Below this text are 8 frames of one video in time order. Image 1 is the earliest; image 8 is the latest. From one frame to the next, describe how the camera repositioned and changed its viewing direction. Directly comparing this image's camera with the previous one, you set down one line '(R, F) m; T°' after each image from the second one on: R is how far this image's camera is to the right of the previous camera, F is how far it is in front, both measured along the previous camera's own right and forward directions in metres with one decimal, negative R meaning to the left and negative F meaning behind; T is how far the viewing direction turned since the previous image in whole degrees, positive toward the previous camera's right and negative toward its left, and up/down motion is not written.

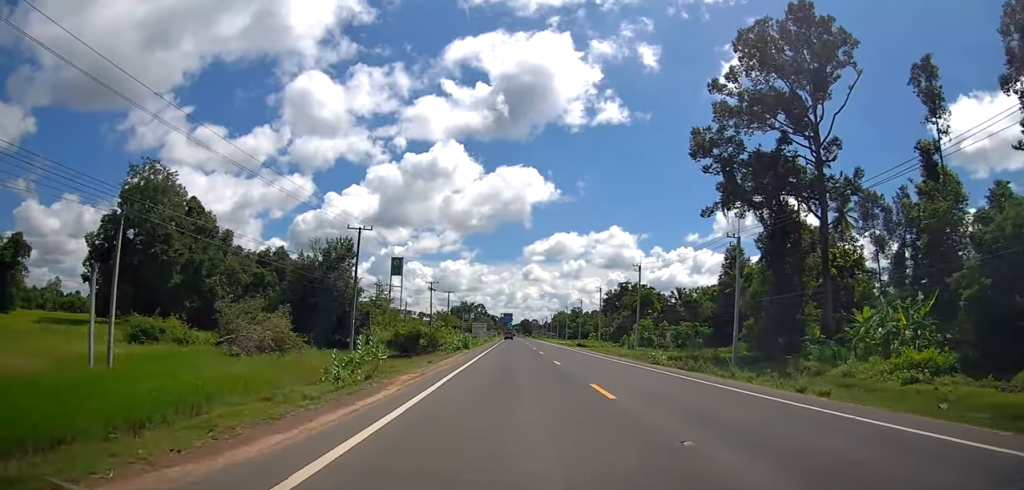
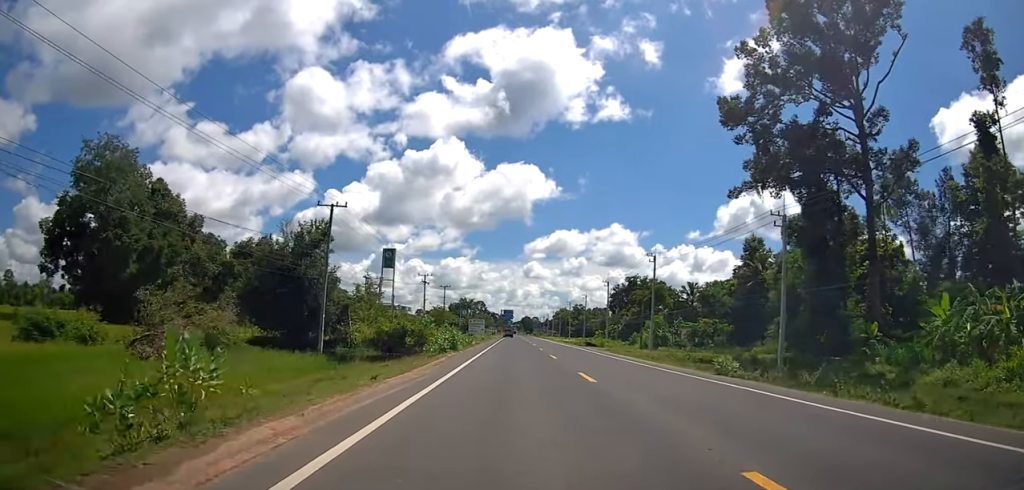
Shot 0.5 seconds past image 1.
(-0.3, +9.0) m; 0°
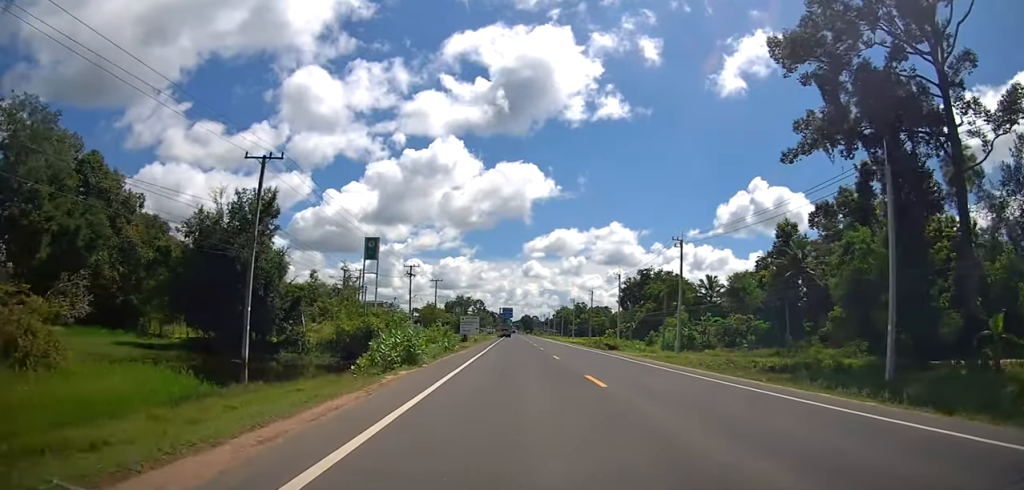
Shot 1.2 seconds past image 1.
(+0.5, +13.5) m; 0°
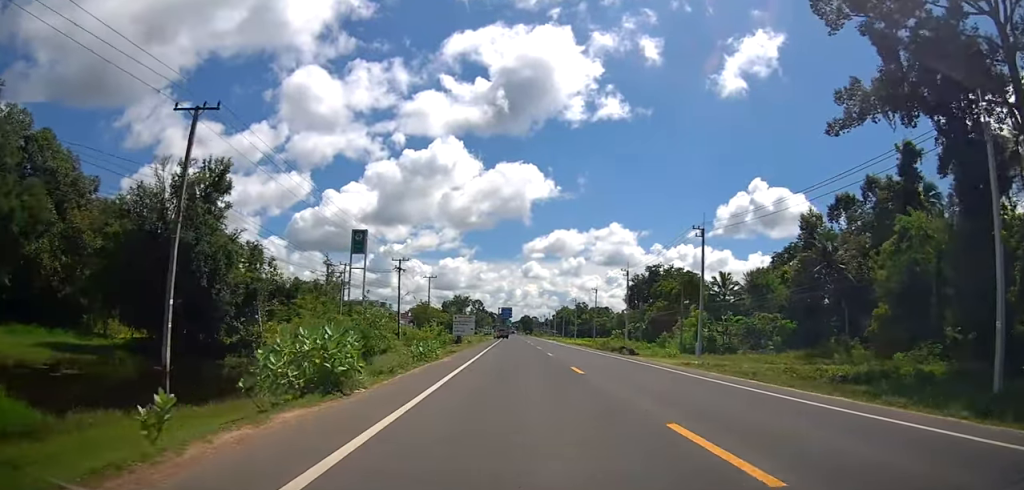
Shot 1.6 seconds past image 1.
(0.0, +8.5) m; 0°
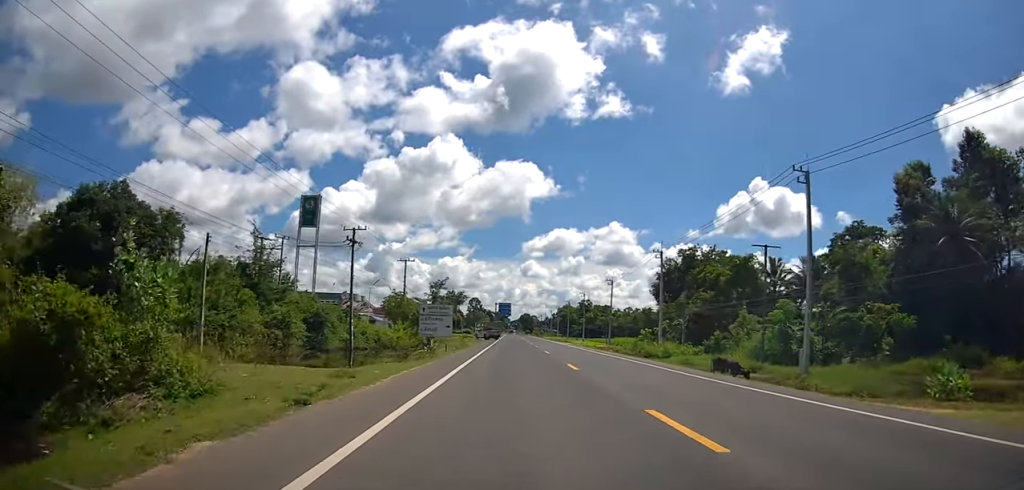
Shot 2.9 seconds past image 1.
(-0.3, +23.3) m; 0°
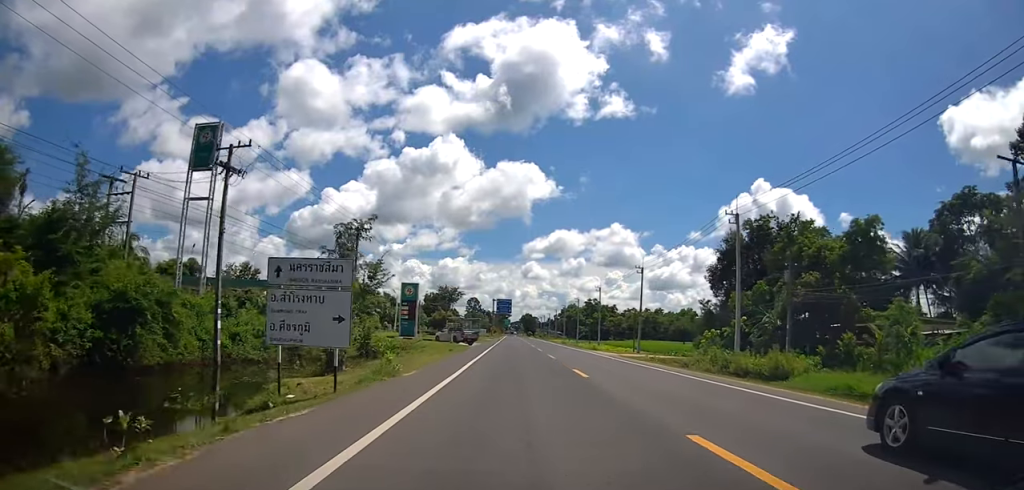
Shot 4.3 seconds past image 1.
(-0.2, +26.5) m; 0°
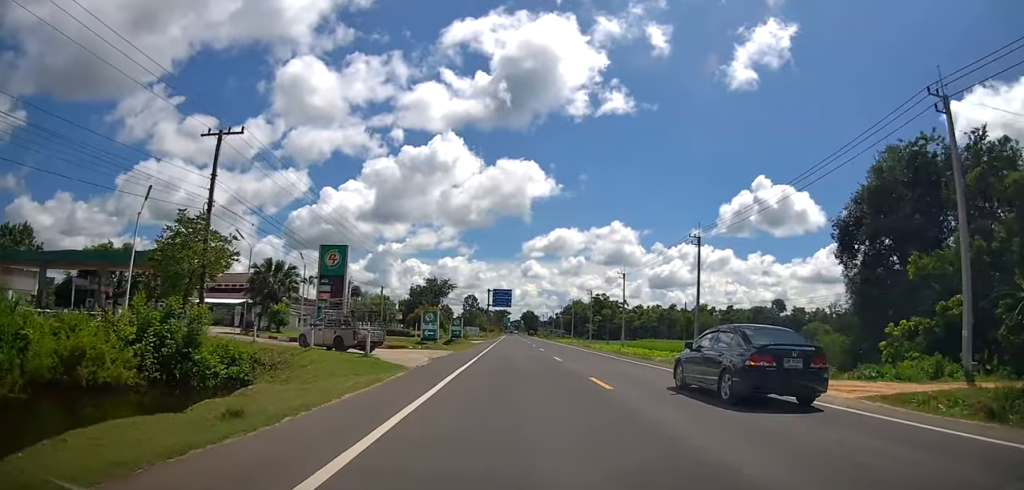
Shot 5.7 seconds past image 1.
(+0.5, +27.8) m; 0°
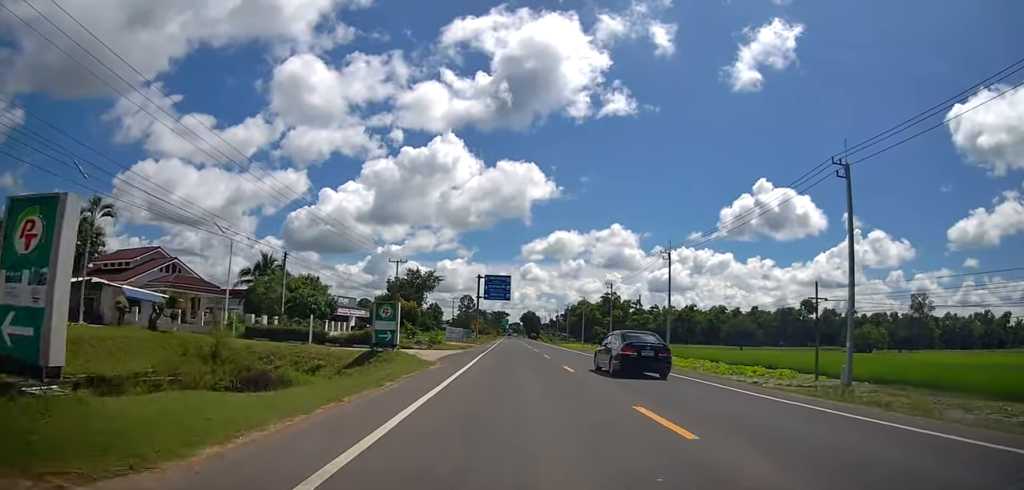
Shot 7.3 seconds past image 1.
(+0.3, +29.8) m; +1°
